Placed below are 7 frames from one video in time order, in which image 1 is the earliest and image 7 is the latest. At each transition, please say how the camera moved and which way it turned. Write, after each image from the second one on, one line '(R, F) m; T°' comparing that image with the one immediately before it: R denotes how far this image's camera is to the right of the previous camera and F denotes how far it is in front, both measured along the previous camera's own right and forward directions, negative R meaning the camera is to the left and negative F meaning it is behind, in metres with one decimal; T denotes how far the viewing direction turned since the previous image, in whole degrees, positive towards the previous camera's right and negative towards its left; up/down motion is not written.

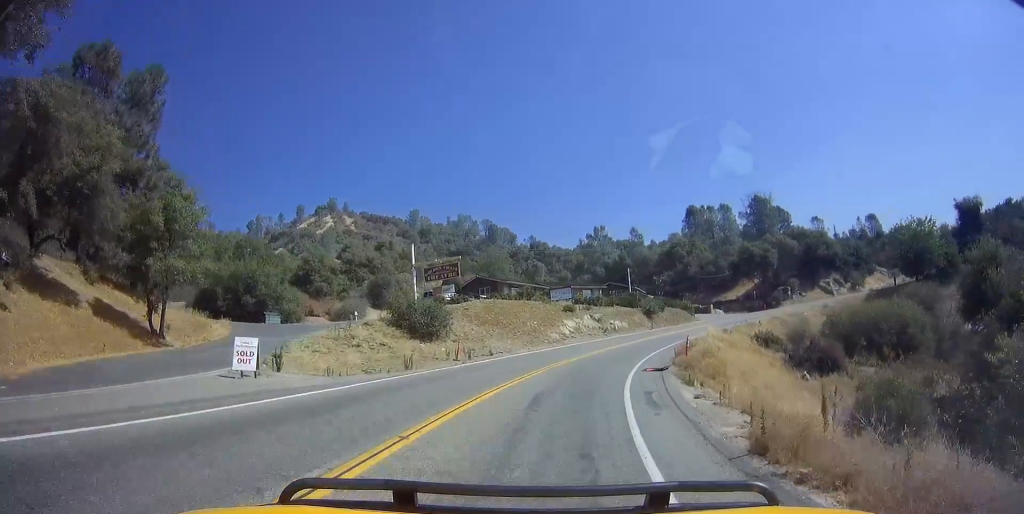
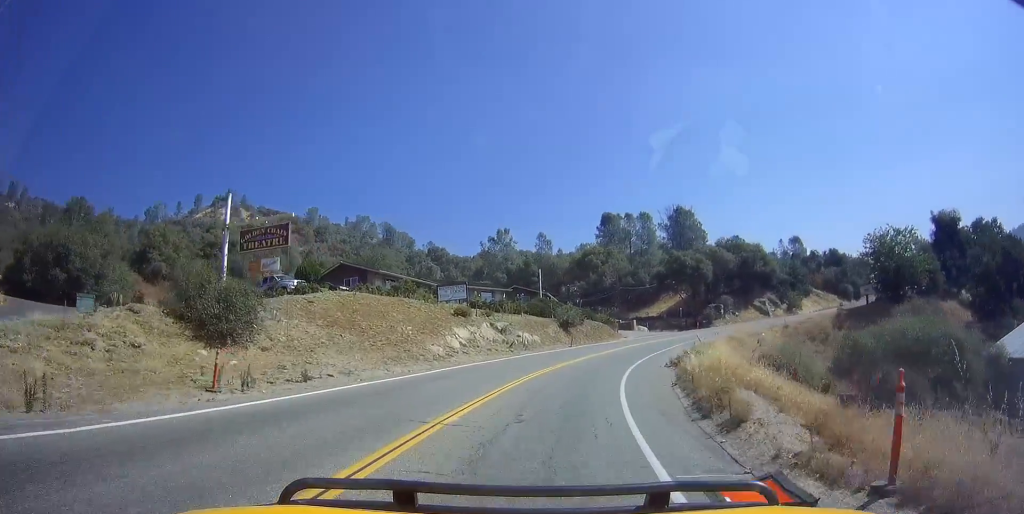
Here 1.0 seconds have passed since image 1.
(+1.3, +15.8) m; +8°
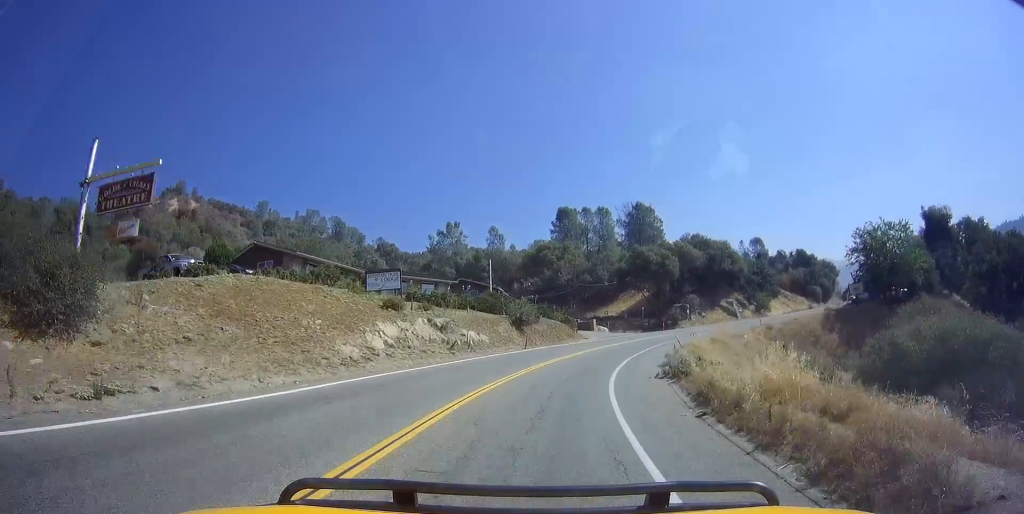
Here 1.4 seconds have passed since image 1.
(0.0, +7.7) m; +4°
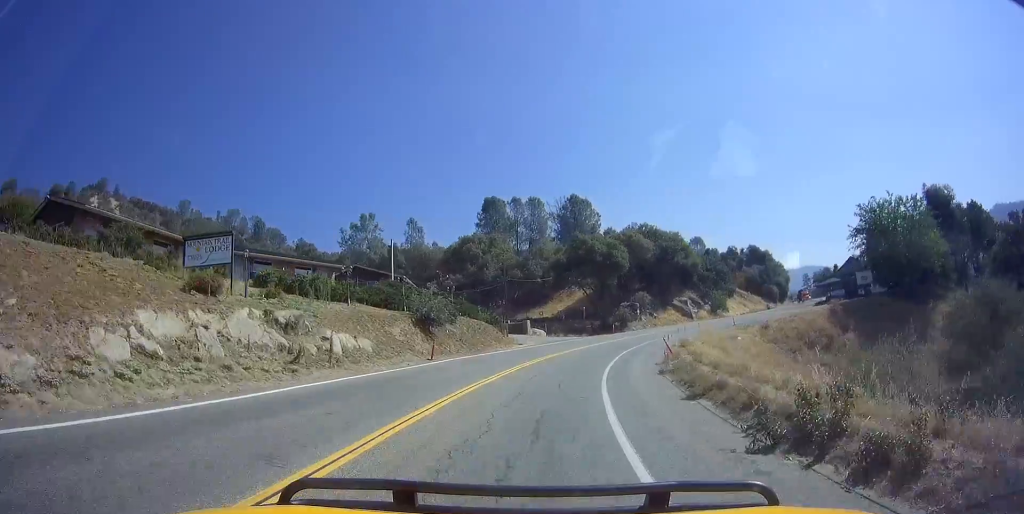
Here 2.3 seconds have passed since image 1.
(+1.2, +14.2) m; +9°
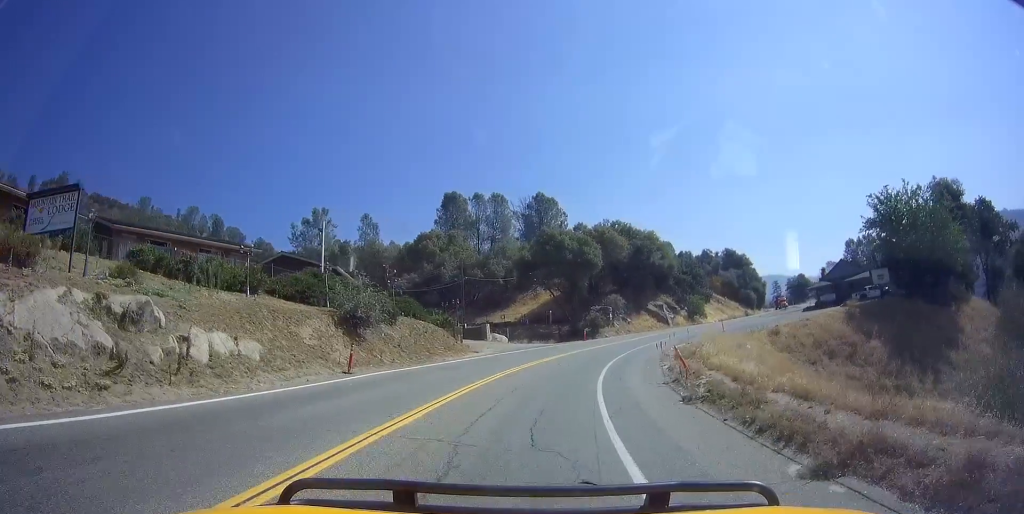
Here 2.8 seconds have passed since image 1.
(+0.3, +7.7) m; +5°
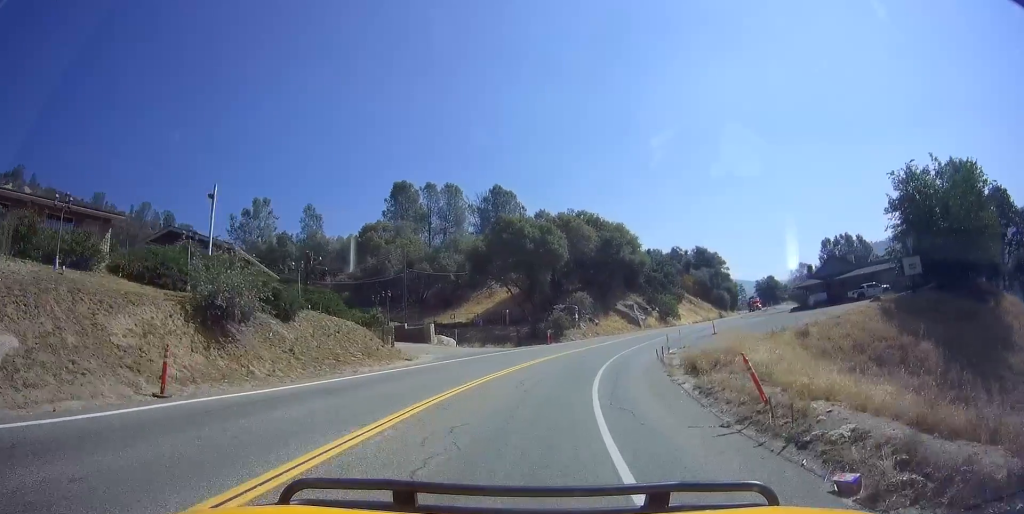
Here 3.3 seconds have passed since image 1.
(+0.5, +8.9) m; +5°
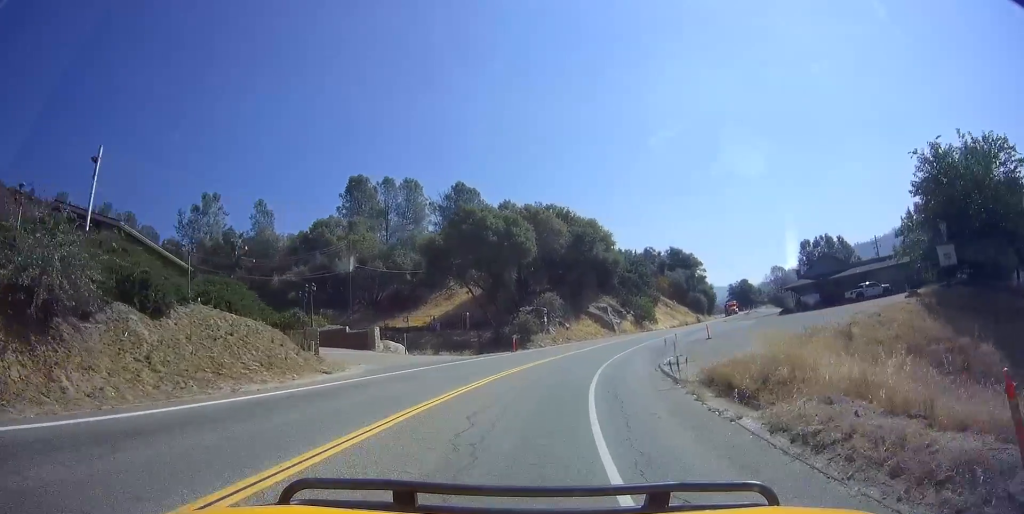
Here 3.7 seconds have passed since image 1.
(+0.1, +6.7) m; +4°
